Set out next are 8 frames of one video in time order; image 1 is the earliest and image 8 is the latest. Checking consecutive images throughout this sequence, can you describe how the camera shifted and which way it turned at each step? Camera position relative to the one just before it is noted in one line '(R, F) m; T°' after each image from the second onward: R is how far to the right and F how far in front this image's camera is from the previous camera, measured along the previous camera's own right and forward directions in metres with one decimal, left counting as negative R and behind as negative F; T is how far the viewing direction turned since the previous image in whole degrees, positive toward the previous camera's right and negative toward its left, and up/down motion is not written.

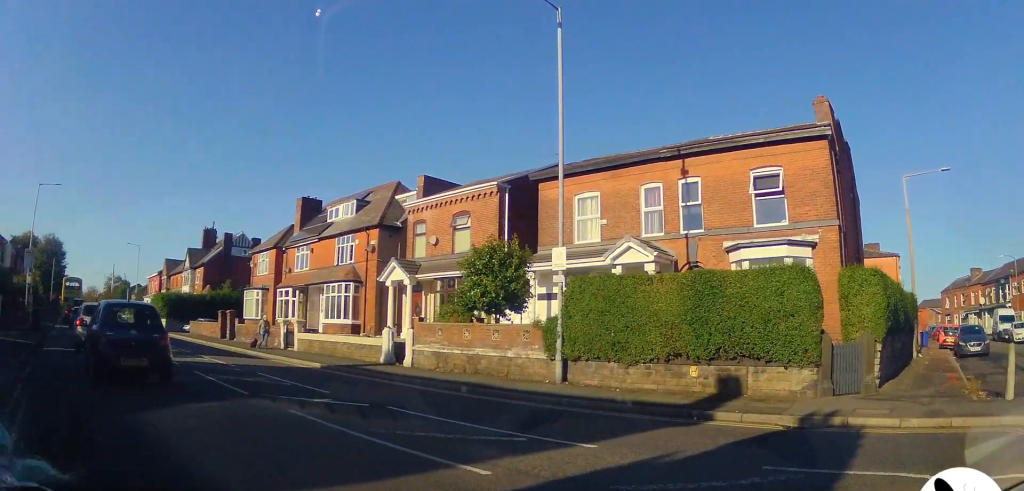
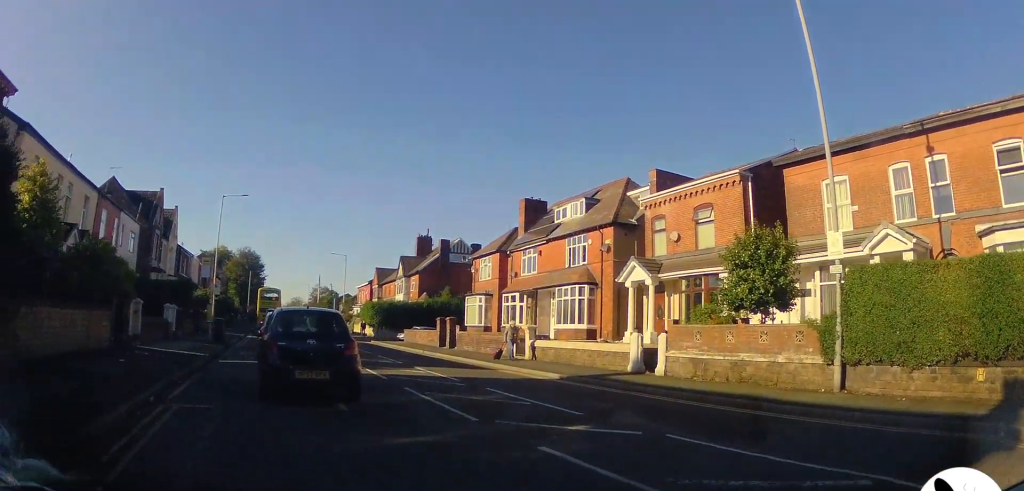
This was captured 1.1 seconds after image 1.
(-0.6, +2.3) m; -12°
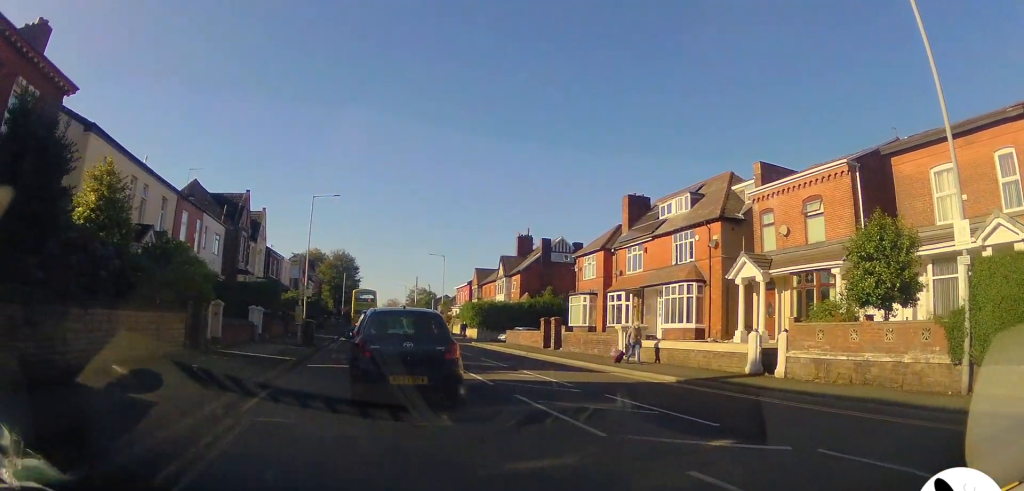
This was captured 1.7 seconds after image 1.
(0.0, +1.1) m; +5°
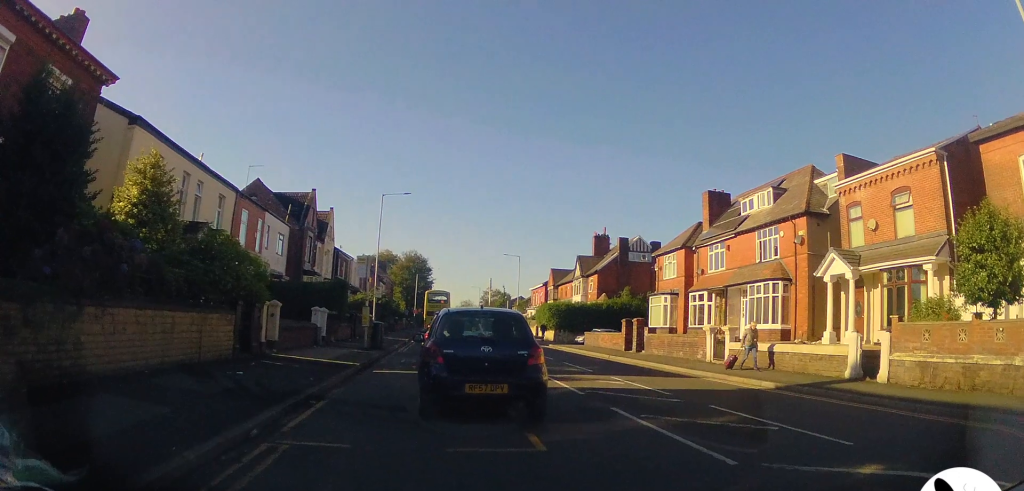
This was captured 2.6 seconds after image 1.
(+0.1, +1.2) m; +1°
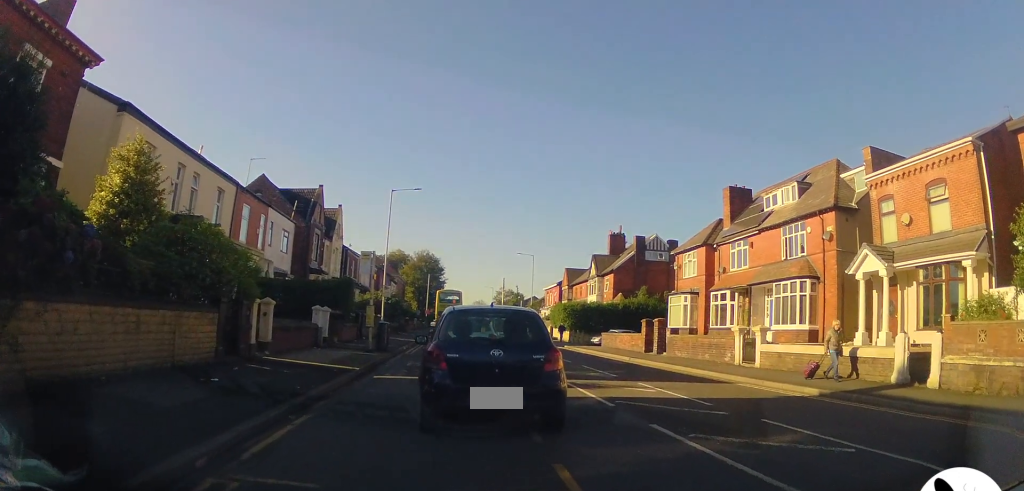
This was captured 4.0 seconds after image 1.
(-0.2, +1.2) m; 0°
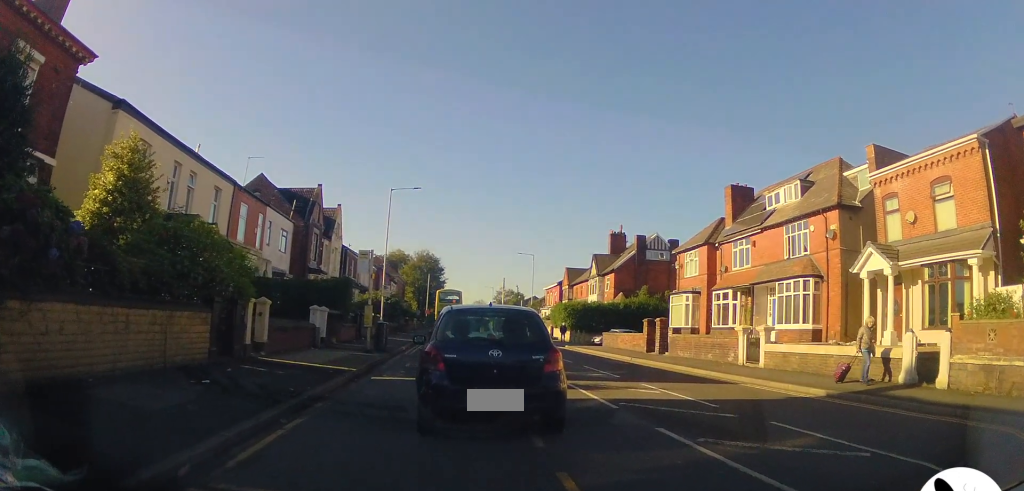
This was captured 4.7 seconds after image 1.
(-0.1, +0.2) m; 0°
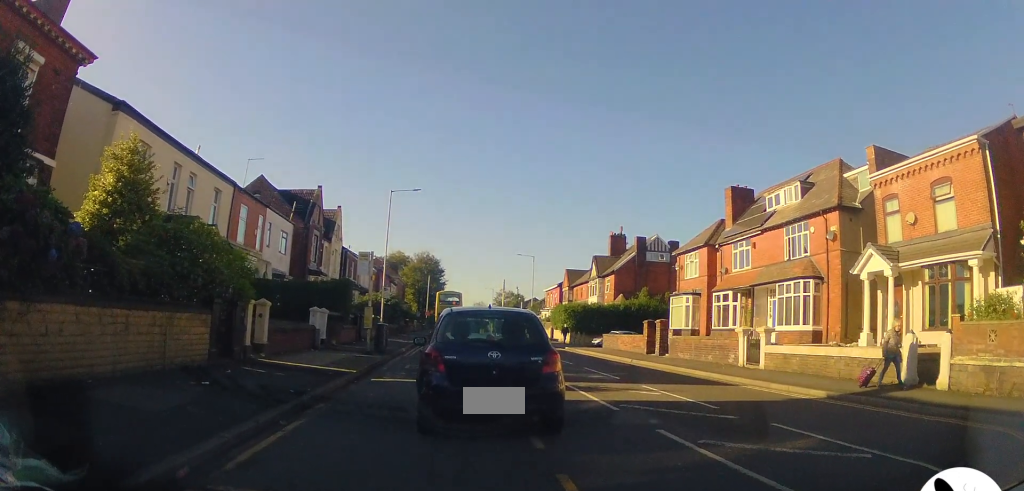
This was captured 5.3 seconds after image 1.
(0.0, +0.1) m; 0°
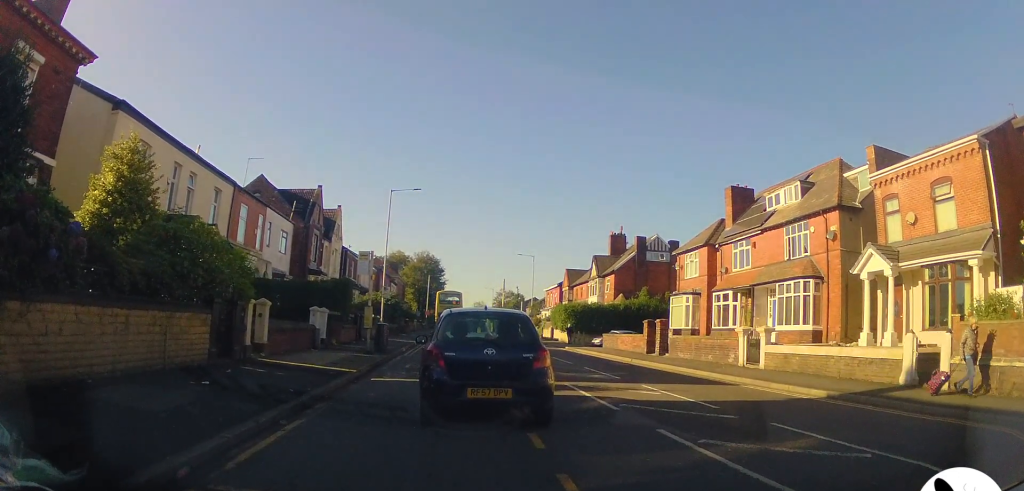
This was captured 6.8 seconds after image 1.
(0.0, 0.0) m; 0°
